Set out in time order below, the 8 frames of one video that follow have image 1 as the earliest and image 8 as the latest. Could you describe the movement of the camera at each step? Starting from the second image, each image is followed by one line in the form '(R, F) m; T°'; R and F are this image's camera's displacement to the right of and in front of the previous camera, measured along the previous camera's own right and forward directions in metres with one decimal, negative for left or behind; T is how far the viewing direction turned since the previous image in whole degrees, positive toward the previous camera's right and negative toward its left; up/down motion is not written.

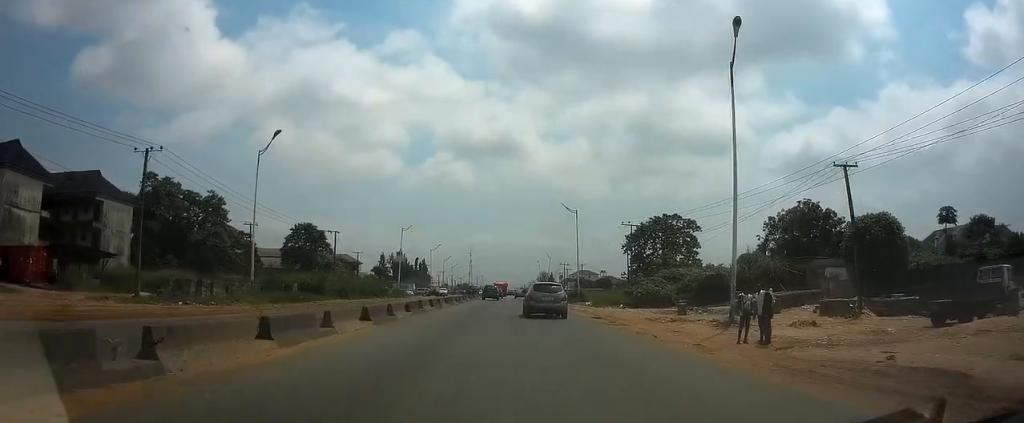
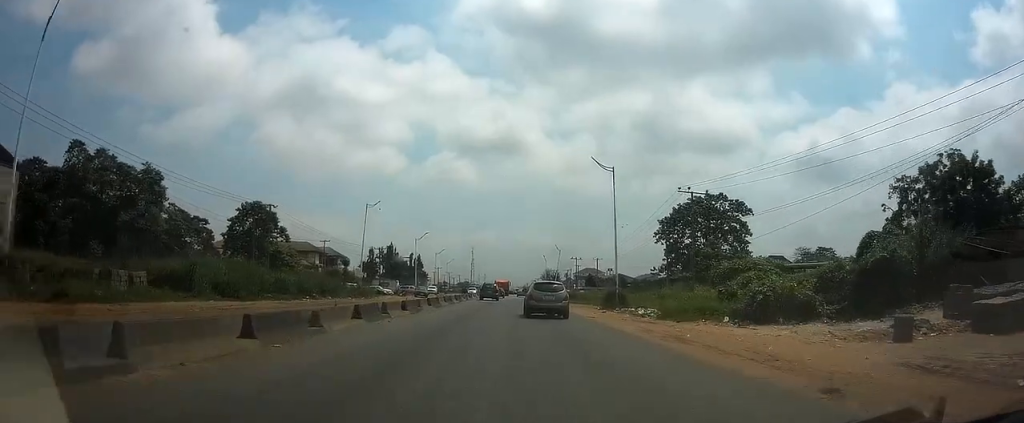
(-0.1, +22.0) m; 0°
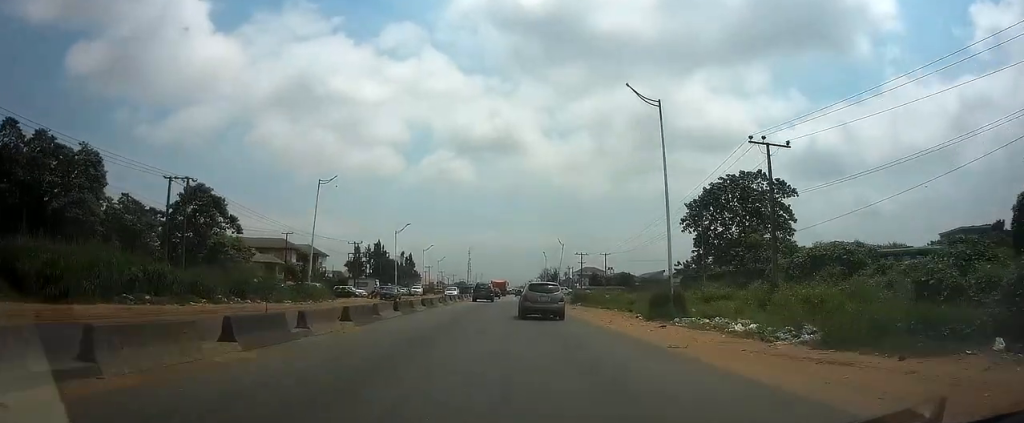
(0.0, +15.1) m; 0°
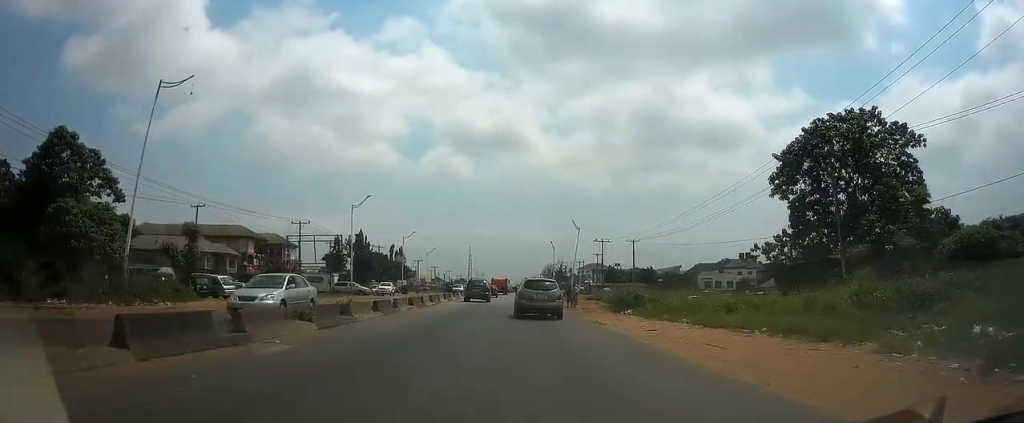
(+0.2, +24.0) m; 0°
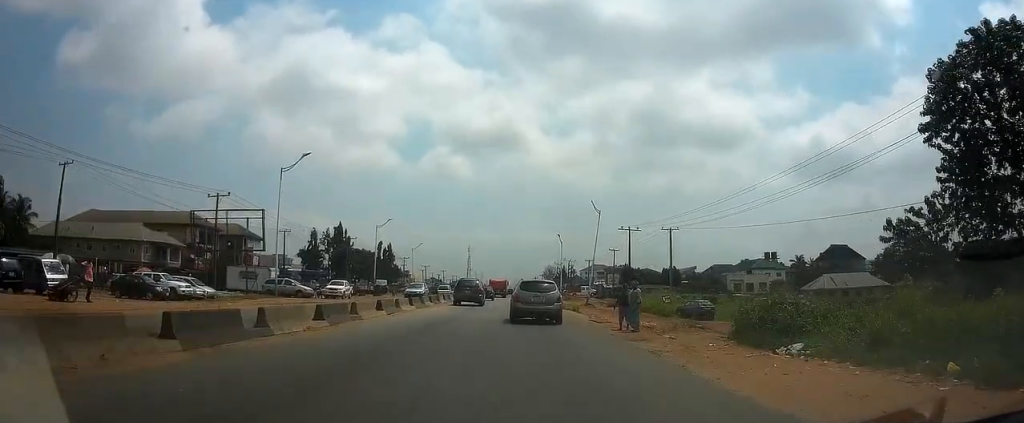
(-0.1, +20.3) m; -1°
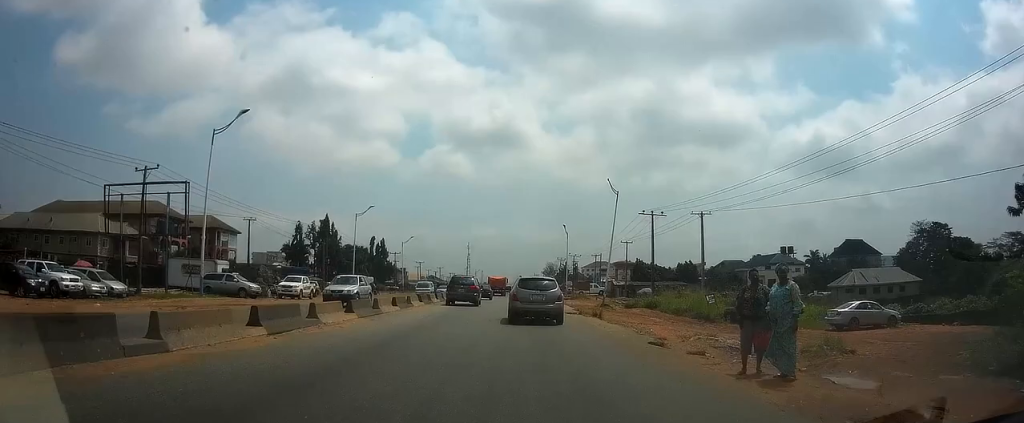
(-0.1, +10.6) m; 0°
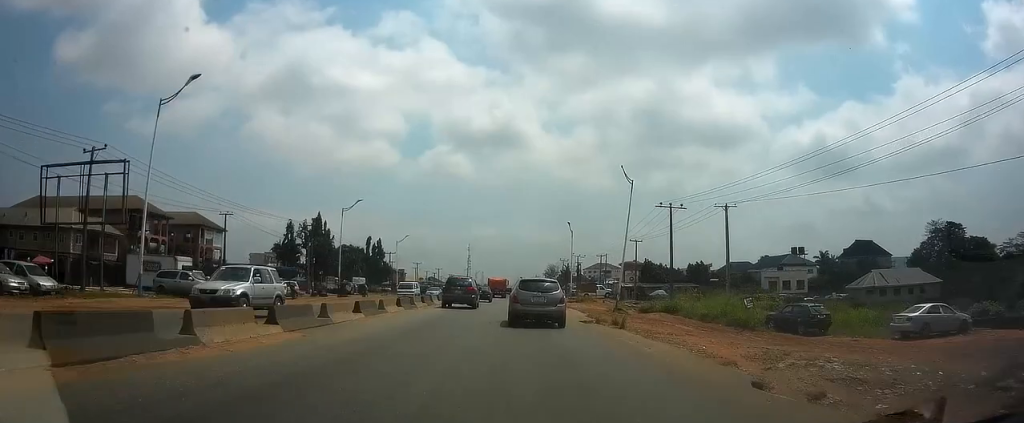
(0.0, +6.1) m; 0°
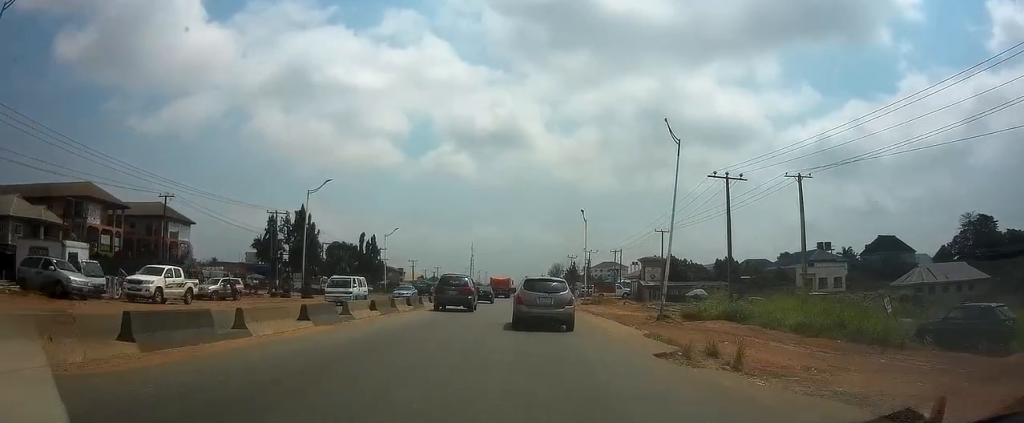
(+0.1, +12.5) m; 0°
